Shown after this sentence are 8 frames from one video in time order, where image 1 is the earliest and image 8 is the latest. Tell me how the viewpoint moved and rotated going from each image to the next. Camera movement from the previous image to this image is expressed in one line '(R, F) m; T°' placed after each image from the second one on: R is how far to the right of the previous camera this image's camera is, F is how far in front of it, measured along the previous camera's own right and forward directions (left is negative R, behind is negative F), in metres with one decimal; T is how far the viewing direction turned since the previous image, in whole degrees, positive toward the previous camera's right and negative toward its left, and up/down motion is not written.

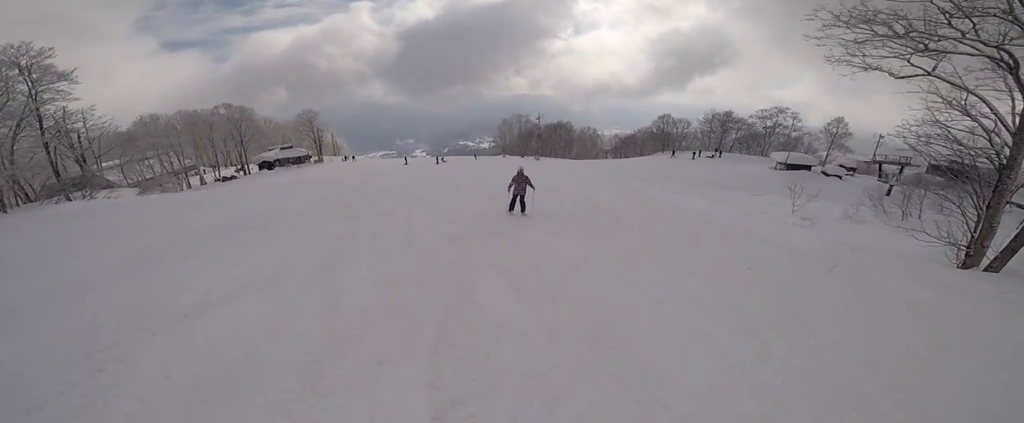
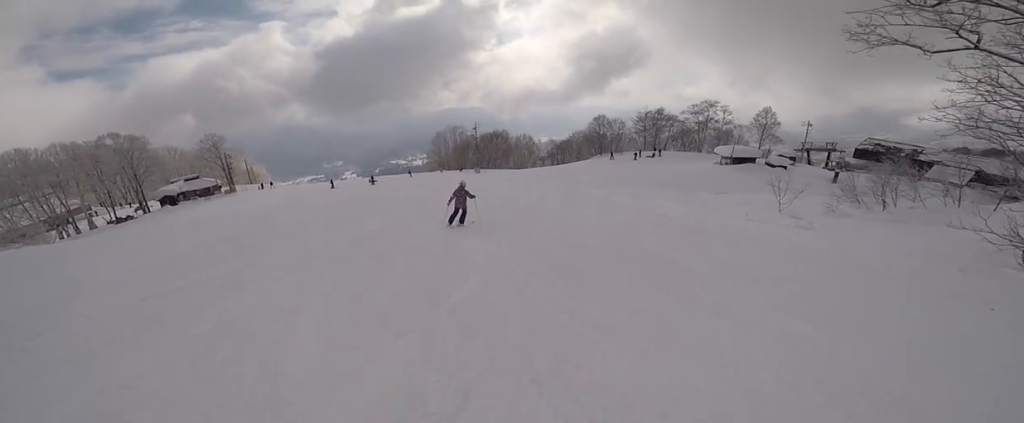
(0.0, +5.9) m; +3°
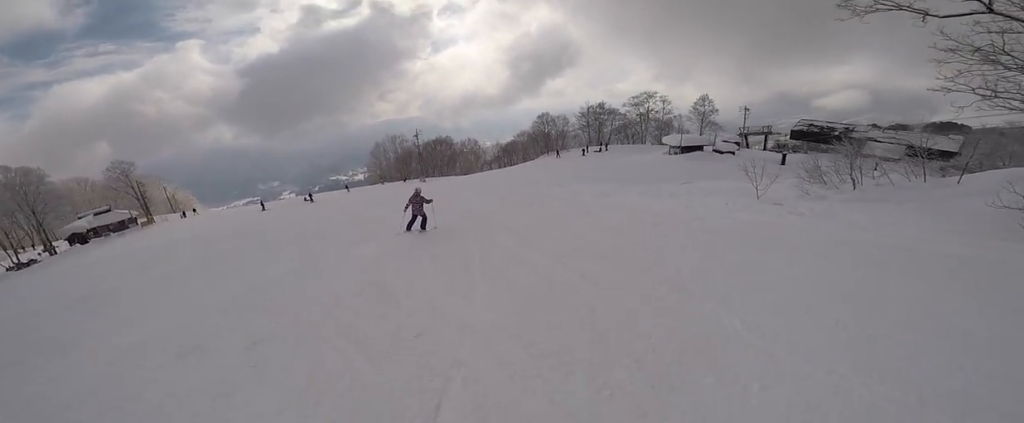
(+0.1, +3.7) m; -1°
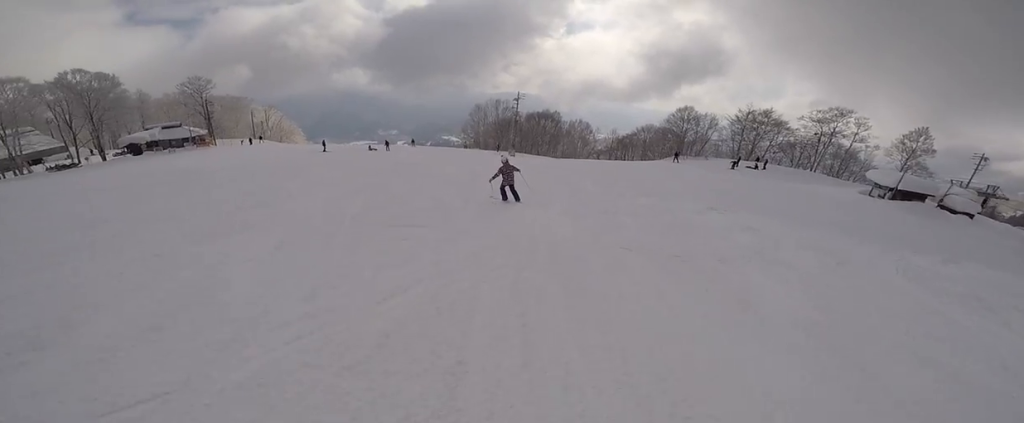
(-1.3, +13.5) m; -20°
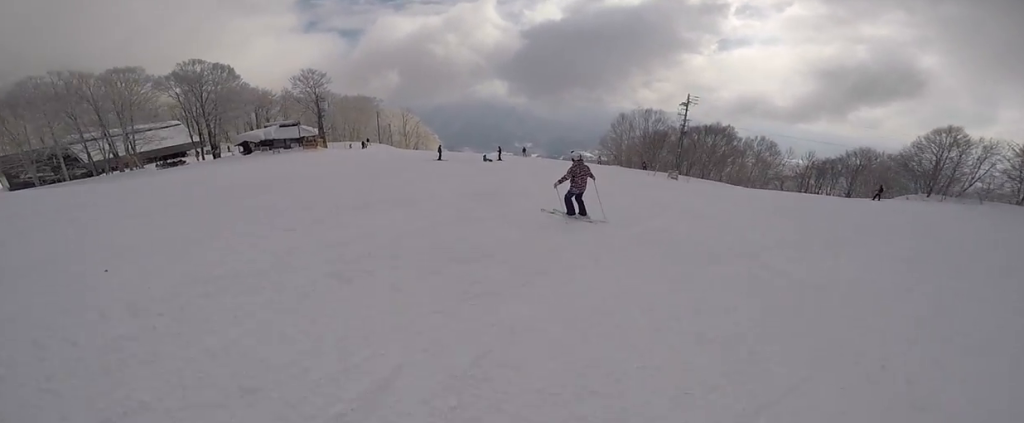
(-3.1, +11.8) m; -36°
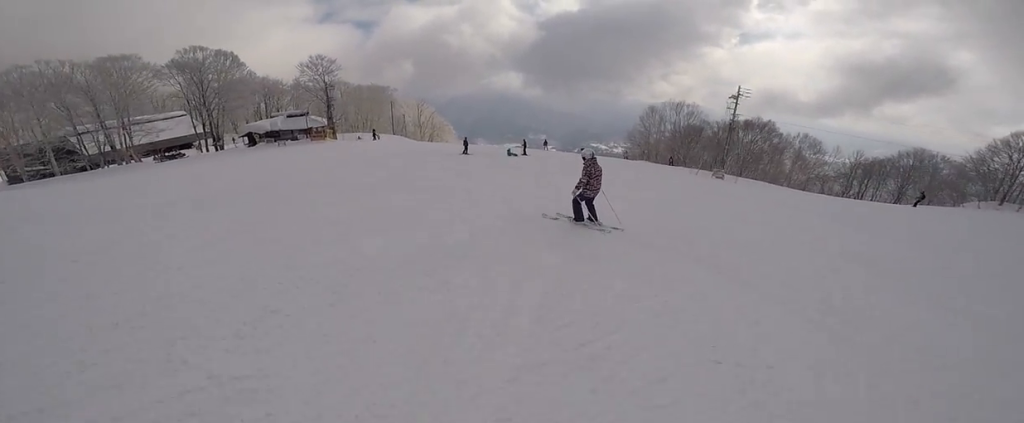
(-0.4, +3.9) m; -13°
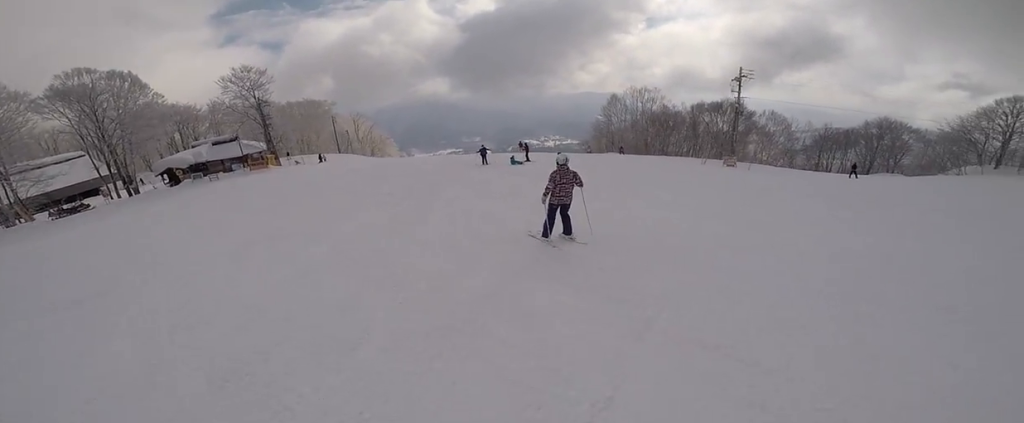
(-0.1, +9.0) m; +28°
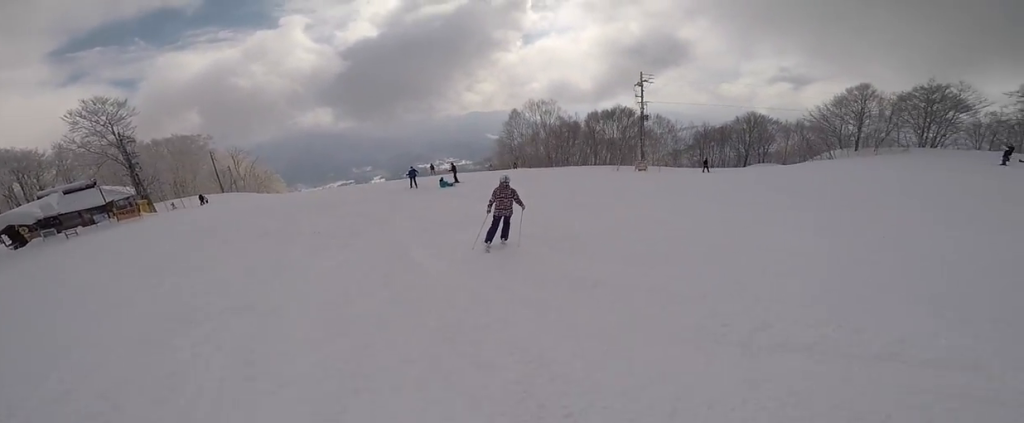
(+1.1, +4.0) m; +33°
